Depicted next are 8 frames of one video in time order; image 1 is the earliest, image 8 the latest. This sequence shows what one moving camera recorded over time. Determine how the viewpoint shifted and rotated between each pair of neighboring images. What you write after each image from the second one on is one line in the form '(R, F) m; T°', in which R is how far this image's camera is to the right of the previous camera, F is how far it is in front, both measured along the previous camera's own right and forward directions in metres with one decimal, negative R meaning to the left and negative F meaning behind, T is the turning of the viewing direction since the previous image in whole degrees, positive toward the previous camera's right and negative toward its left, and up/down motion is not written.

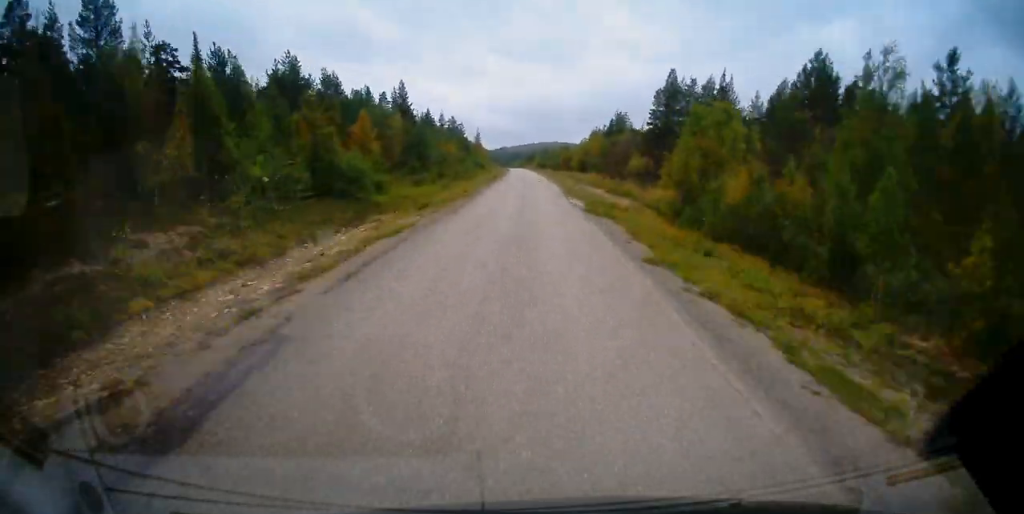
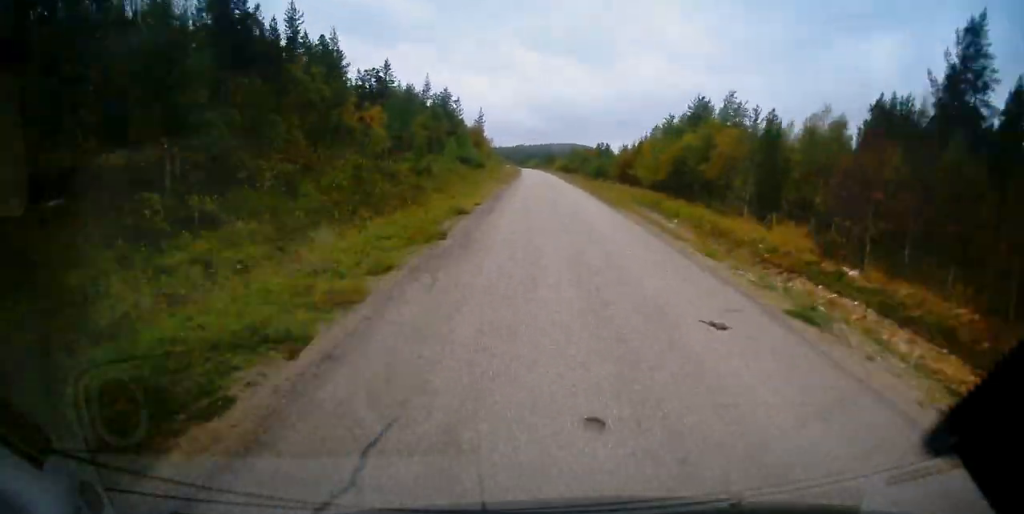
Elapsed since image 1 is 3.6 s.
(+0.1, +56.1) m; 0°
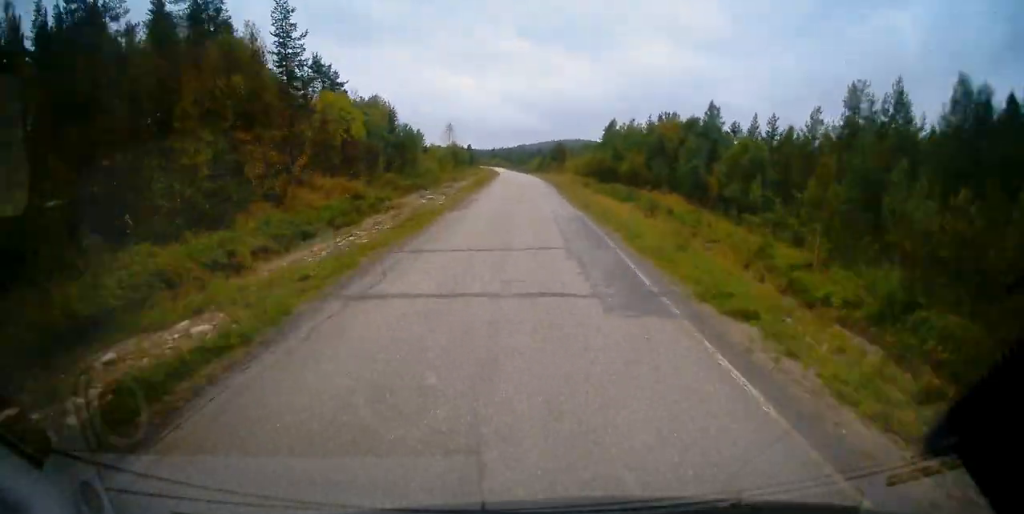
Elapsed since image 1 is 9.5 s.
(-0.8, +91.1) m; -2°
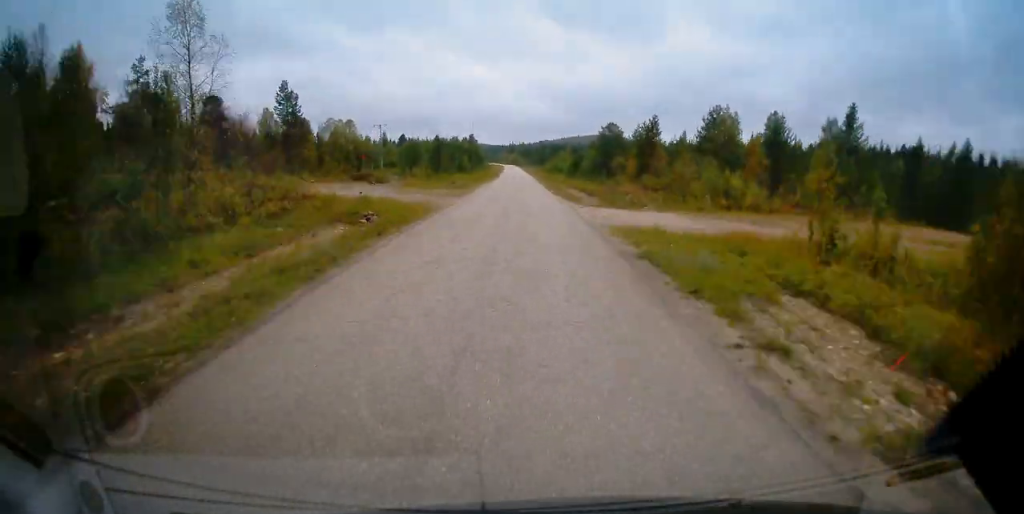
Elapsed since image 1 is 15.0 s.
(-1.8, +87.1) m; -2°
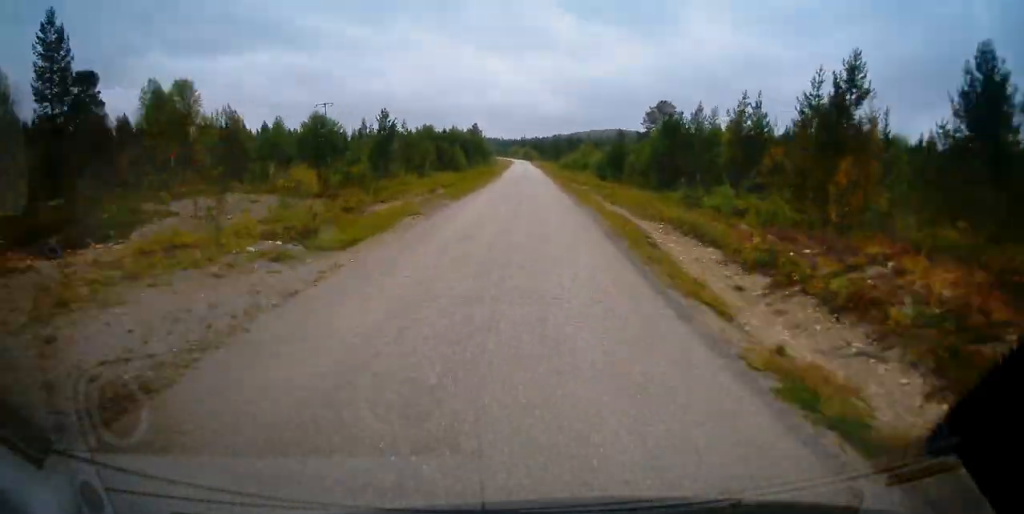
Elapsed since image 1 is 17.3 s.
(-0.1, +35.2) m; 0°
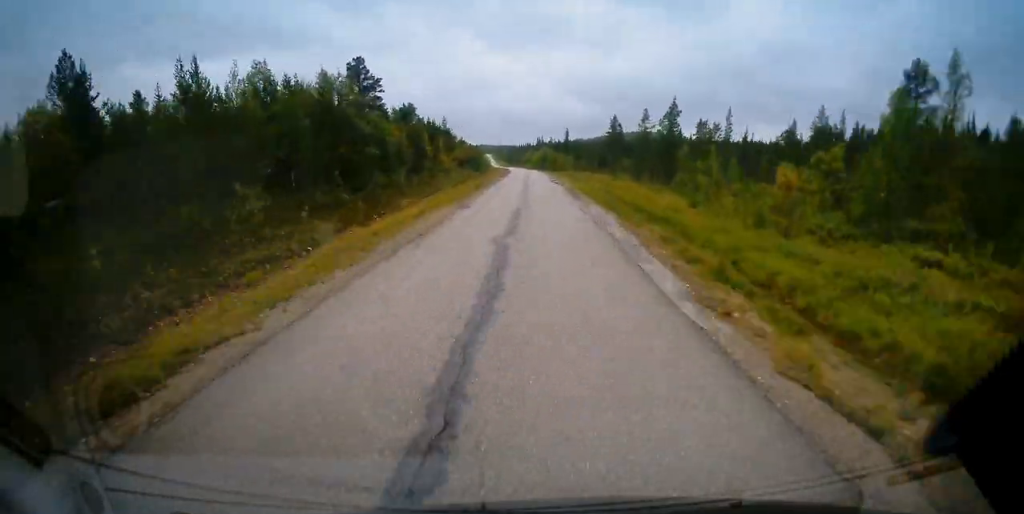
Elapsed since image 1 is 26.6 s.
(-2.4, +145.7) m; -2°
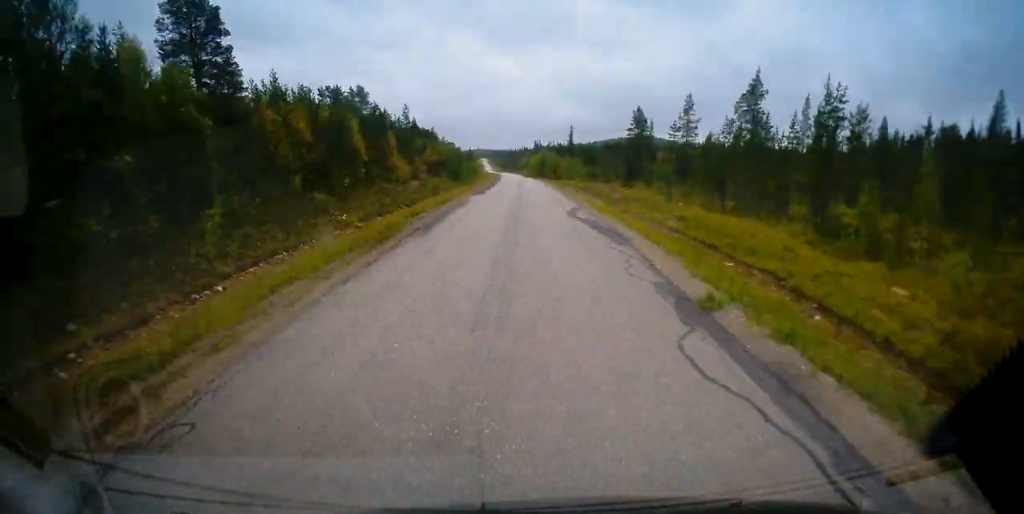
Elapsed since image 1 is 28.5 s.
(-0.1, +30.4) m; -1°
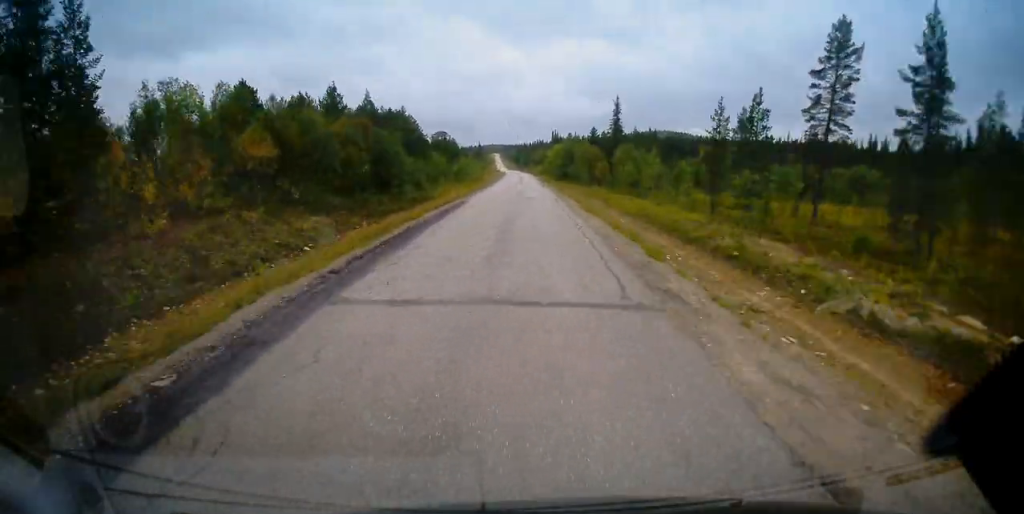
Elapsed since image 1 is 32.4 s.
(-0.4, +60.9) m; -1°
